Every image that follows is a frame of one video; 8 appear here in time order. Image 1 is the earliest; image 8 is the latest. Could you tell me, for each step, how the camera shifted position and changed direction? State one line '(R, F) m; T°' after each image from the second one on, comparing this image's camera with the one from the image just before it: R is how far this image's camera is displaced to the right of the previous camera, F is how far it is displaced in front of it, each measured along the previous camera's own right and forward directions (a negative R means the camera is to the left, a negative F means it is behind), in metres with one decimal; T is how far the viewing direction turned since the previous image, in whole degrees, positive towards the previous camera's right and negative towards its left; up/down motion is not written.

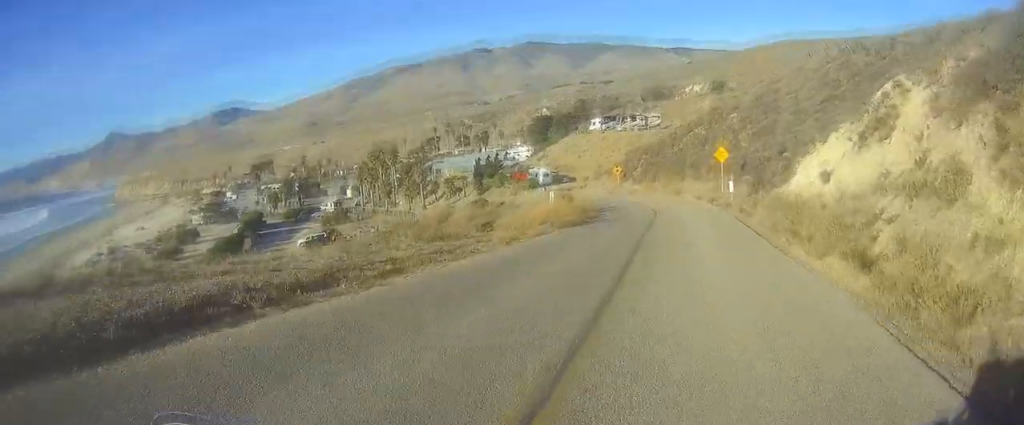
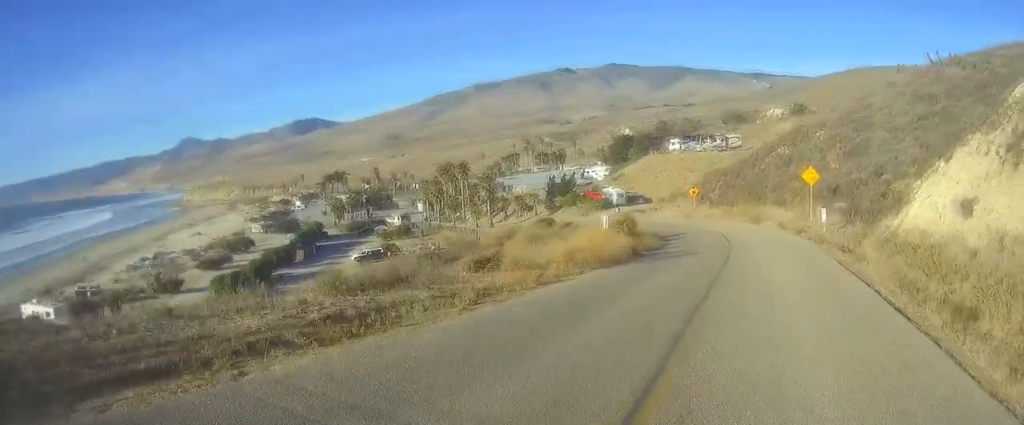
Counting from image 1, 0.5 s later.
(0.0, +8.1) m; 0°
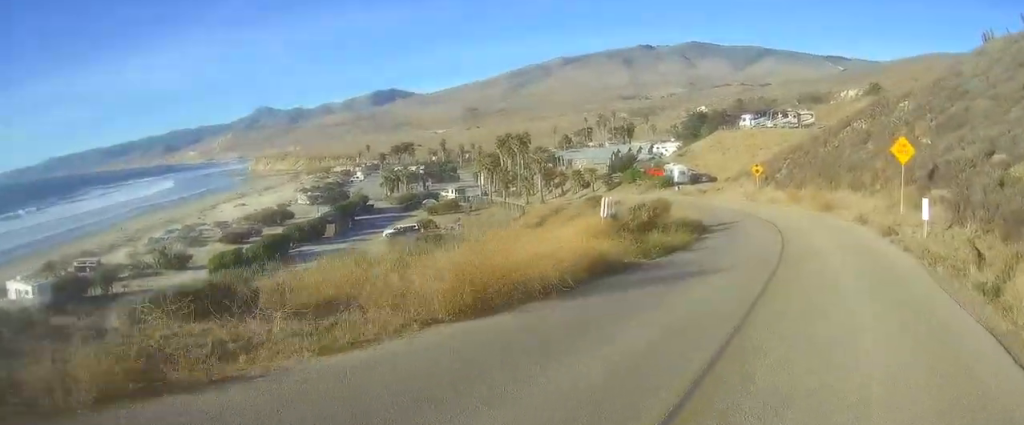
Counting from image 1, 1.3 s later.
(0.0, +11.1) m; 0°
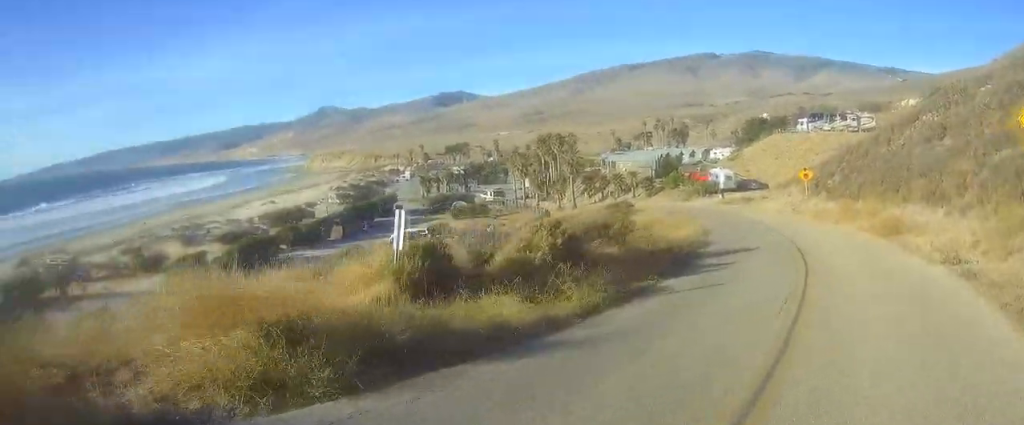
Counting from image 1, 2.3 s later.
(0.0, +13.5) m; -7°
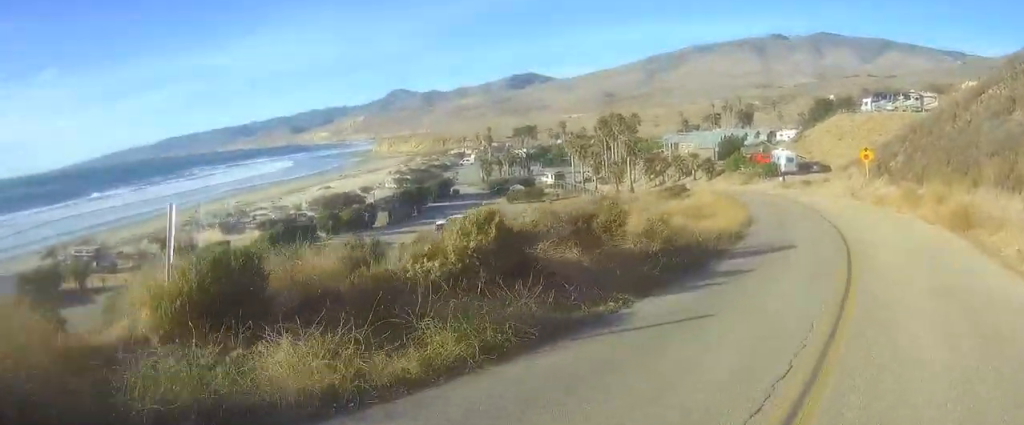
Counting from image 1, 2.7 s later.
(+0.1, +5.3) m; -4°
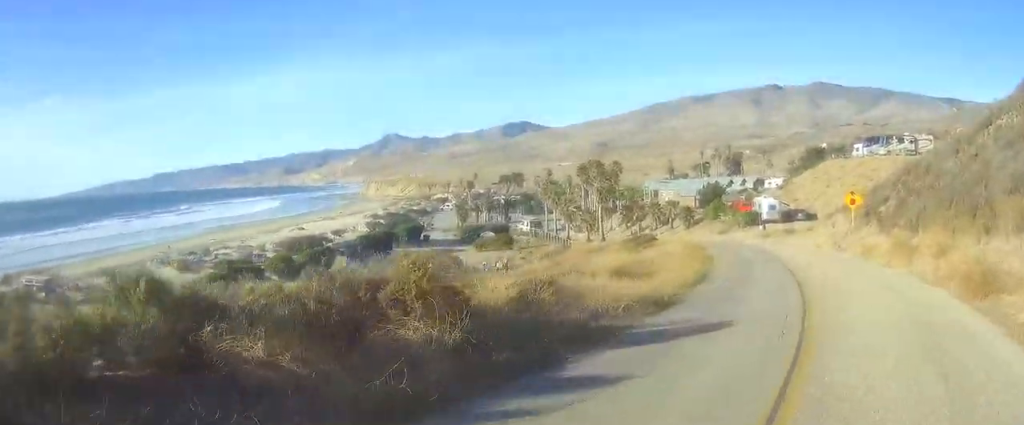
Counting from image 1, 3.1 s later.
(-0.9, +5.8) m; -5°
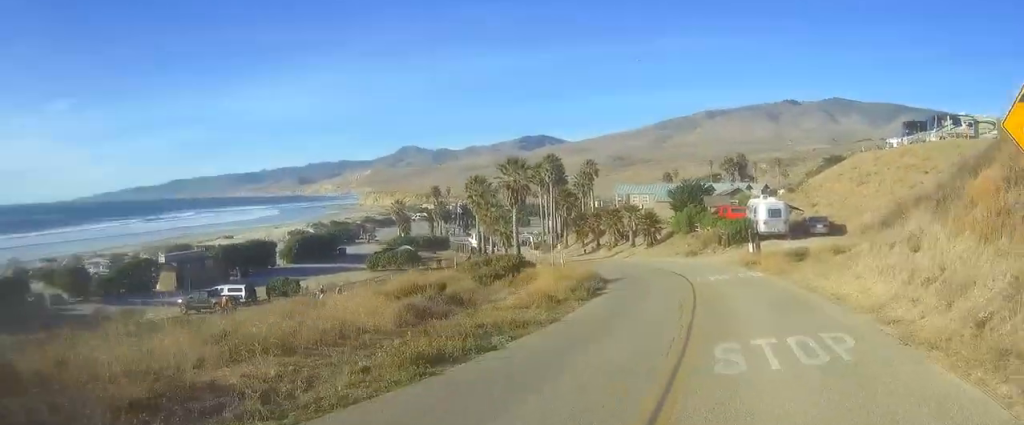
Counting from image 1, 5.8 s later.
(-2.7, +30.4) m; -5°
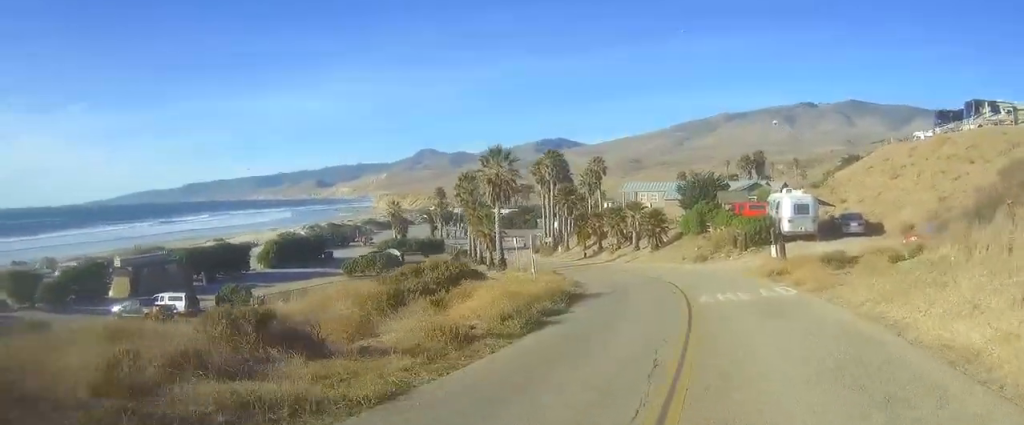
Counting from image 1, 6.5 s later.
(0.0, +8.0) m; 0°
